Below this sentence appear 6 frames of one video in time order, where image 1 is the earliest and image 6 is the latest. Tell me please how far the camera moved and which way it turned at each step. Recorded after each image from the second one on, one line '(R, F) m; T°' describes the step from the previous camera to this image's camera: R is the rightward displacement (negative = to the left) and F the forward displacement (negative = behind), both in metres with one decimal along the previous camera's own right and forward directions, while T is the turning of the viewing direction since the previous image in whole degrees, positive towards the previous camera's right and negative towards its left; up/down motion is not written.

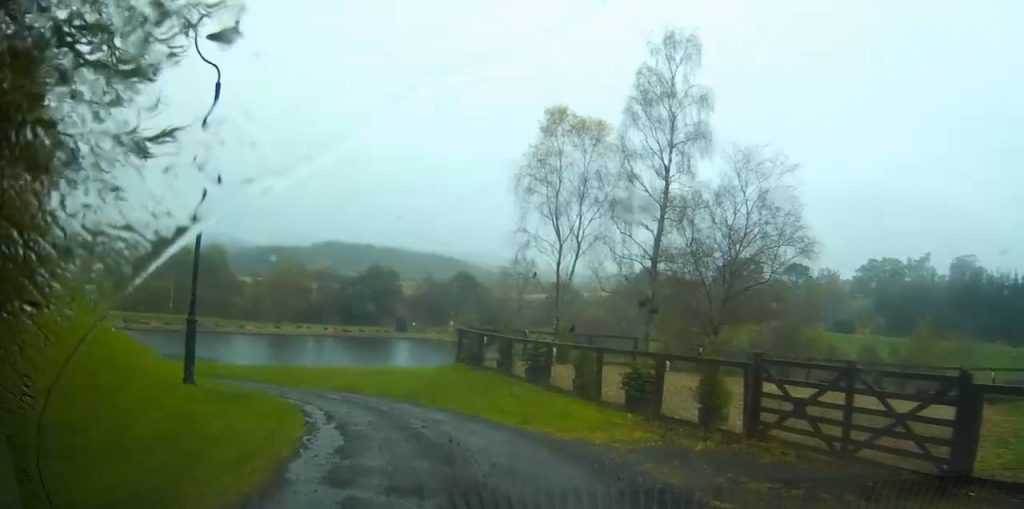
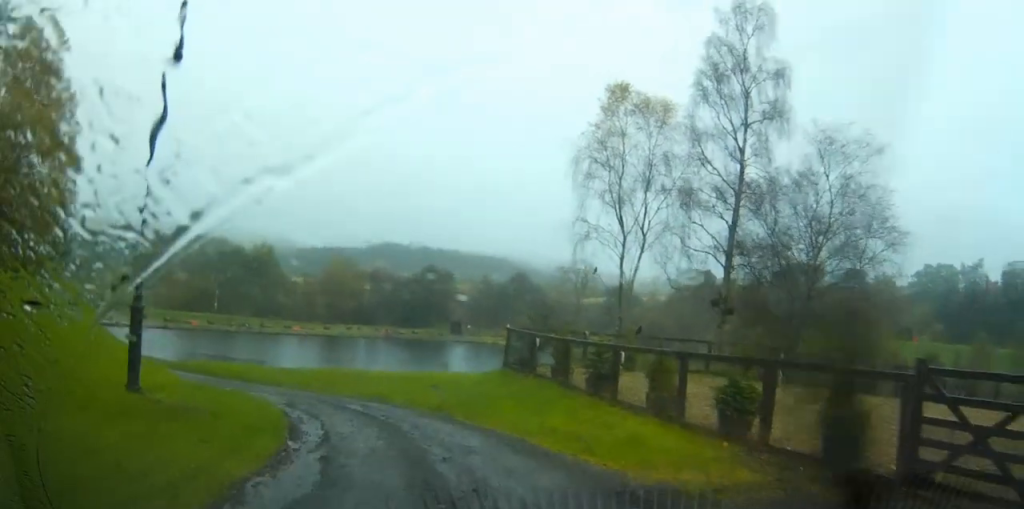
(+0.3, +3.7) m; +2°
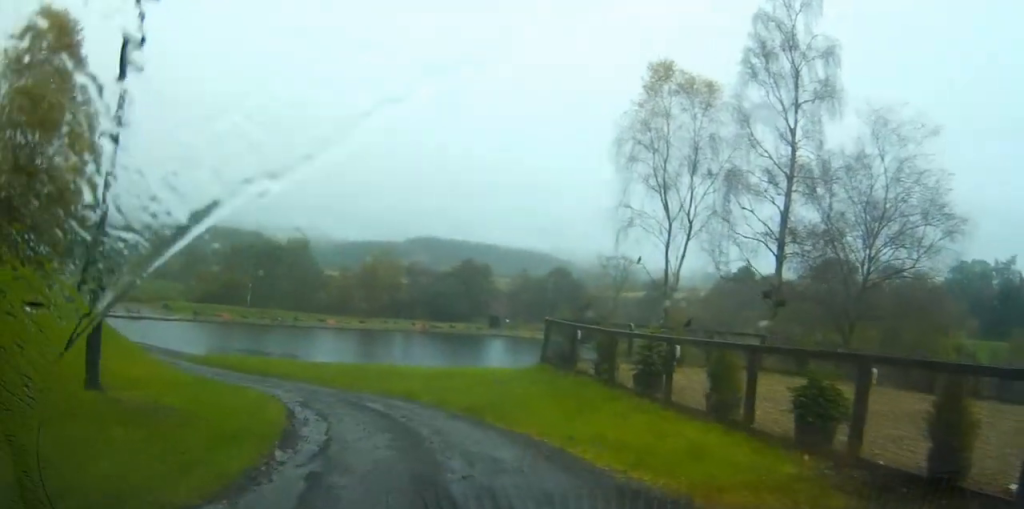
(0.0, +1.9) m; -4°
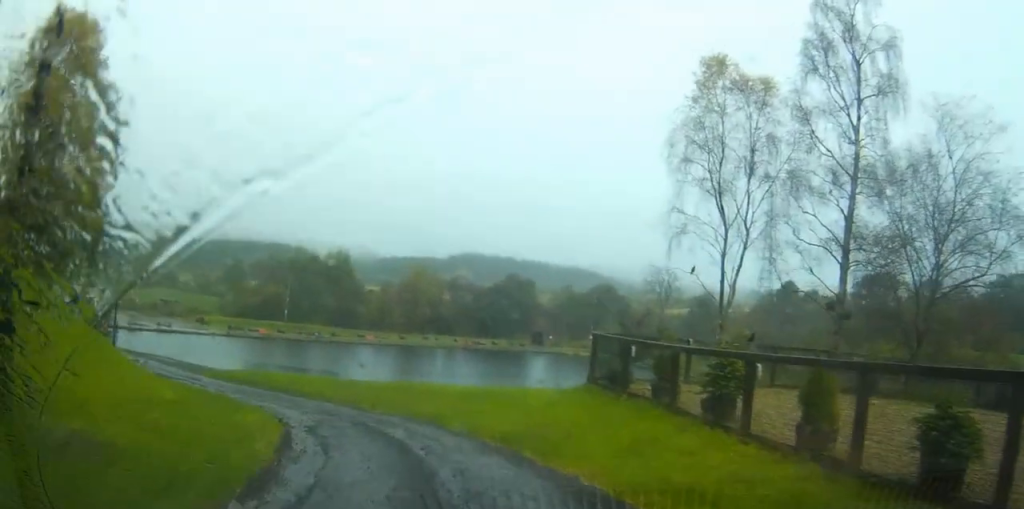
(-0.2, +2.4) m; -7°
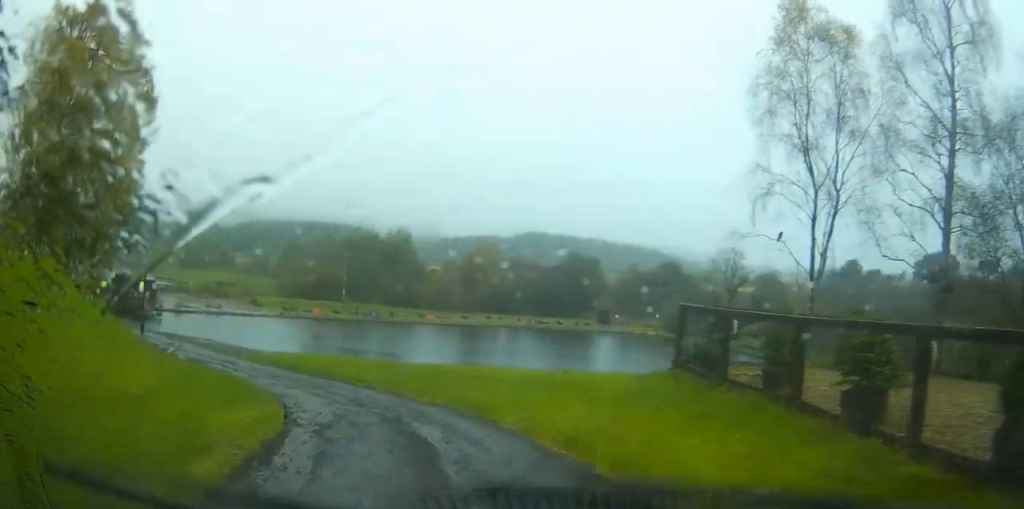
(-0.2, +3.1) m; -14°
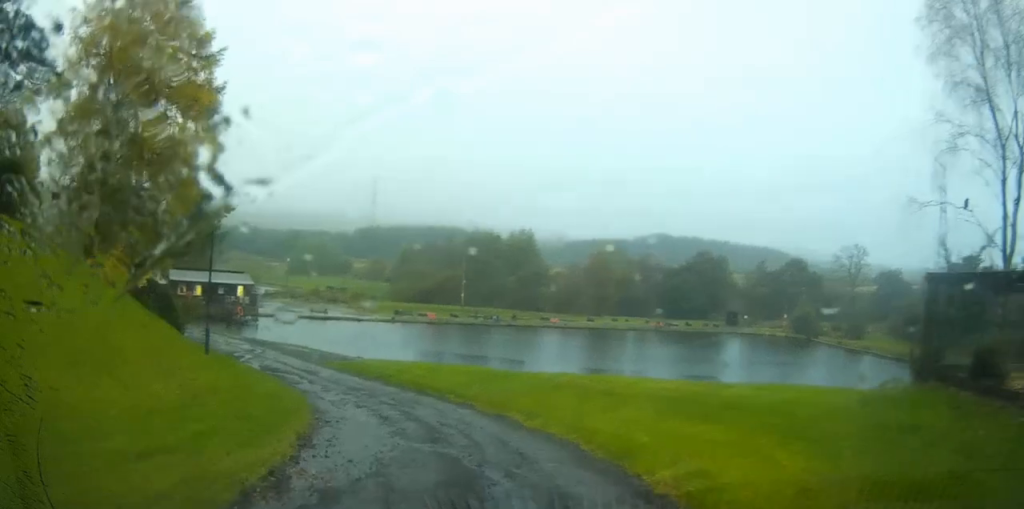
(-1.2, +4.6) m; -28°
